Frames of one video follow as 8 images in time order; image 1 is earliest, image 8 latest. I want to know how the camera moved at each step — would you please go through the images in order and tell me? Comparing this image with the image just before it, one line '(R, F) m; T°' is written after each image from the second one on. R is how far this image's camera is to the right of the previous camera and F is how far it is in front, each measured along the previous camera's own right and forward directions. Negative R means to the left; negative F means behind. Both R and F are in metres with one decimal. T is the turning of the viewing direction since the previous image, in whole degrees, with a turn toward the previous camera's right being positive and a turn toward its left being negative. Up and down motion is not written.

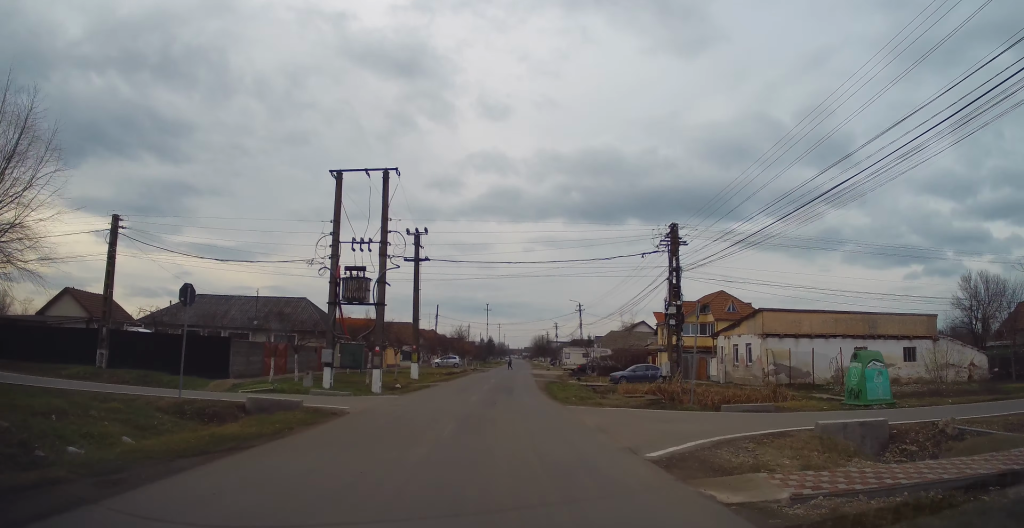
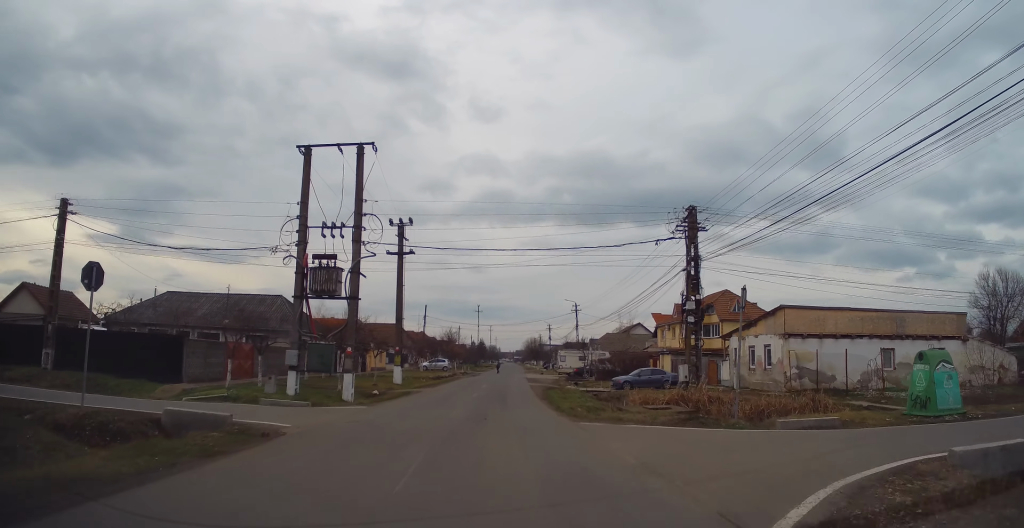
(-0.1, +4.9) m; +1°
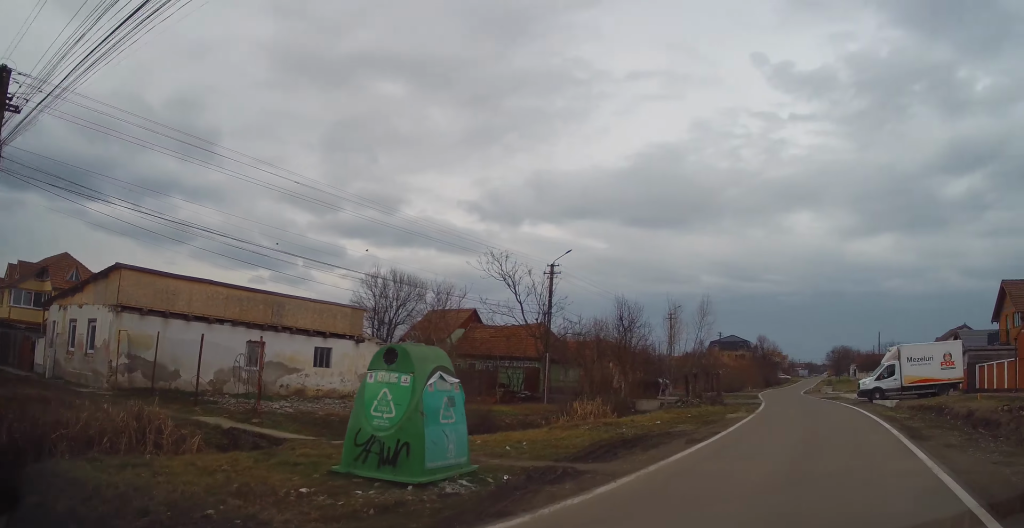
(+3.4, +13.0) m; +57°
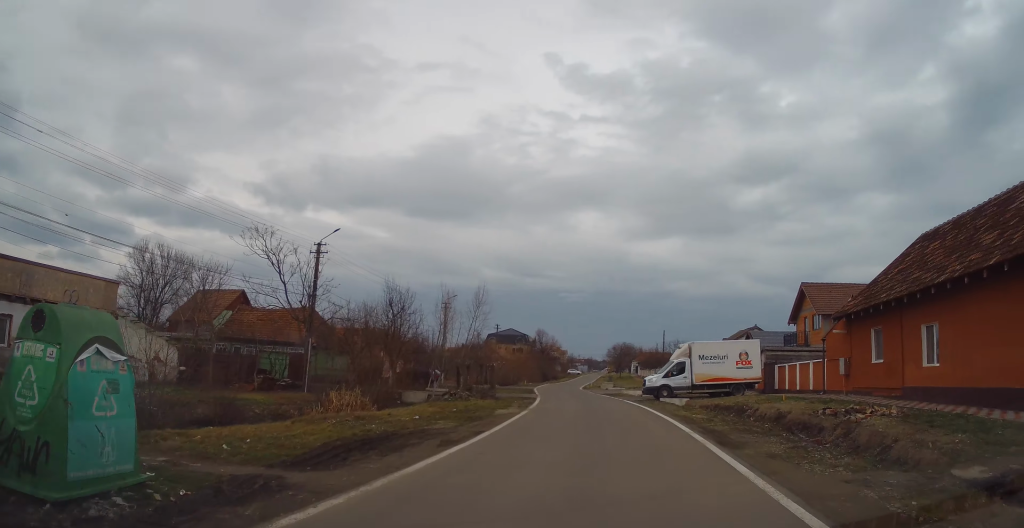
(+0.9, +2.3) m; +18°
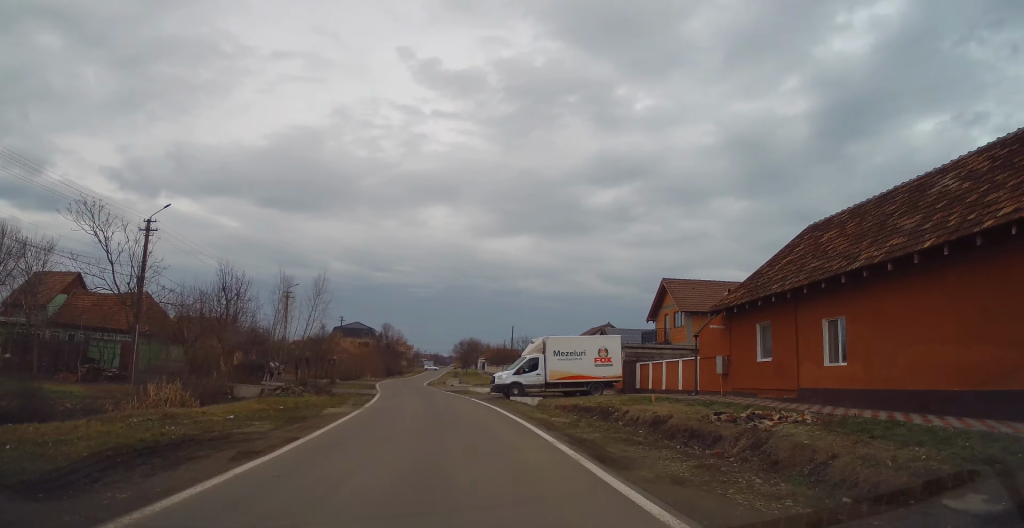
(+0.4, +2.5) m; +10°
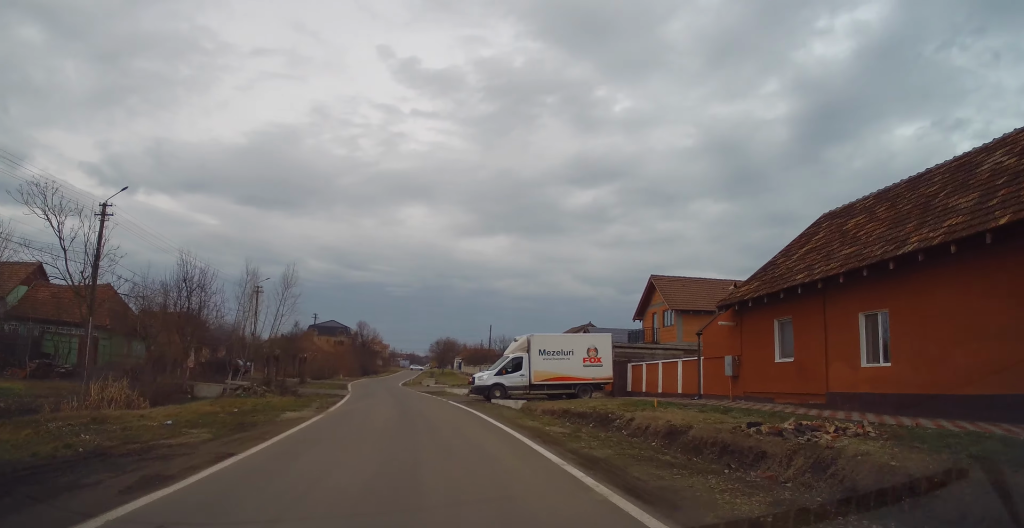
(+0.2, +2.1) m; +1°
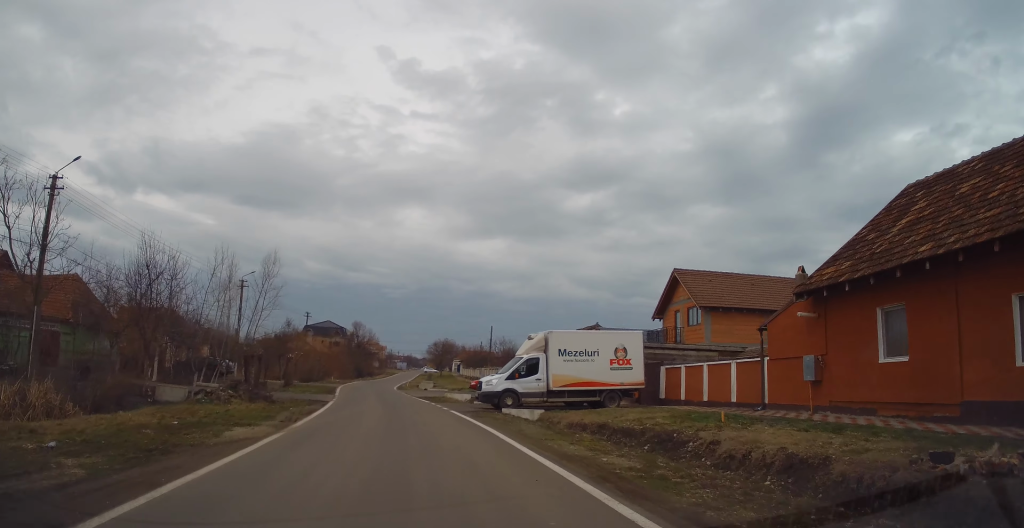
(0.0, +3.8) m; 0°
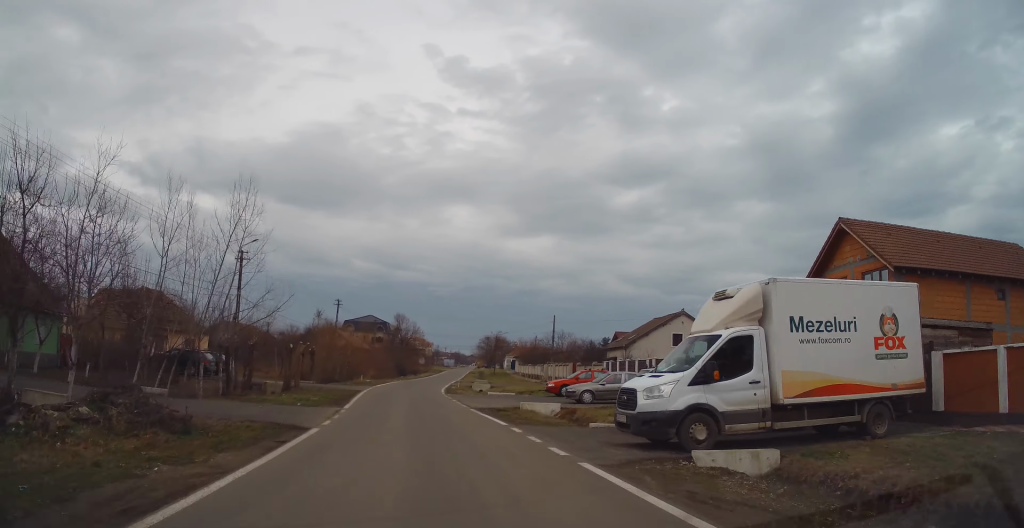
(-0.2, +10.8) m; -3°
